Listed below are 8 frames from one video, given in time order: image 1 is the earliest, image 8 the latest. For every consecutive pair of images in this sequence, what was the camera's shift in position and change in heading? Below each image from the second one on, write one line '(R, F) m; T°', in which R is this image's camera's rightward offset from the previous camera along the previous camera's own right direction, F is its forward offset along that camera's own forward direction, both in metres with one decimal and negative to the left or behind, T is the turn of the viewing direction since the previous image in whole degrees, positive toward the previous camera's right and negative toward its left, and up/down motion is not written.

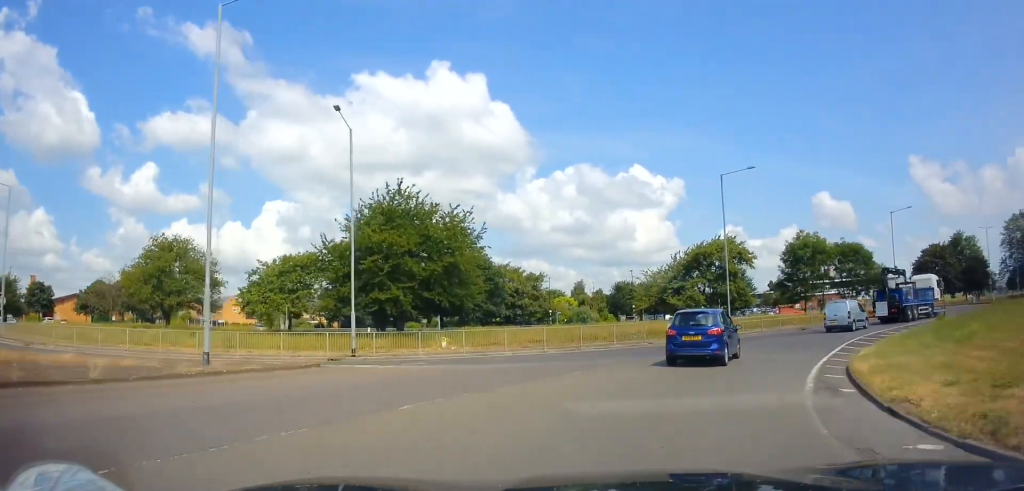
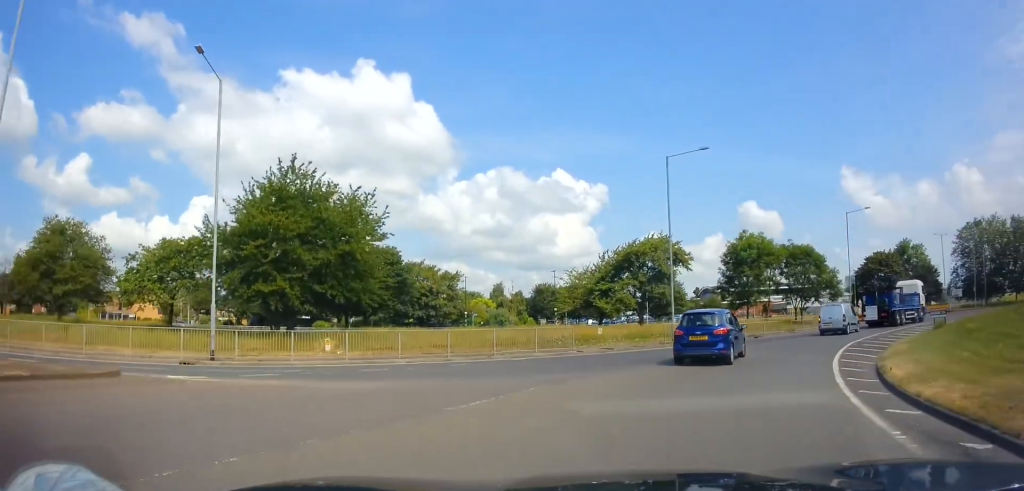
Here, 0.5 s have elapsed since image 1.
(+0.5, +4.9) m; +7°
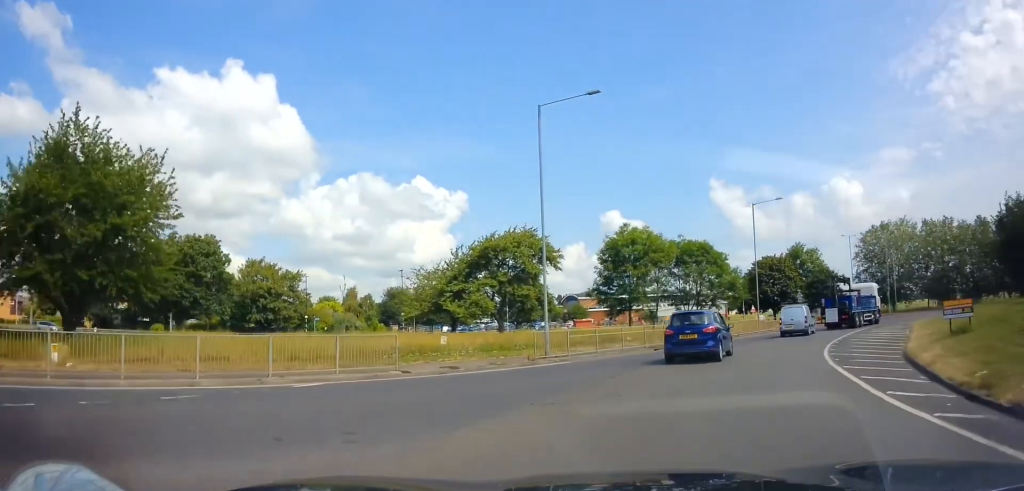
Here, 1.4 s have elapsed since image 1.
(+0.9, +8.4) m; +13°
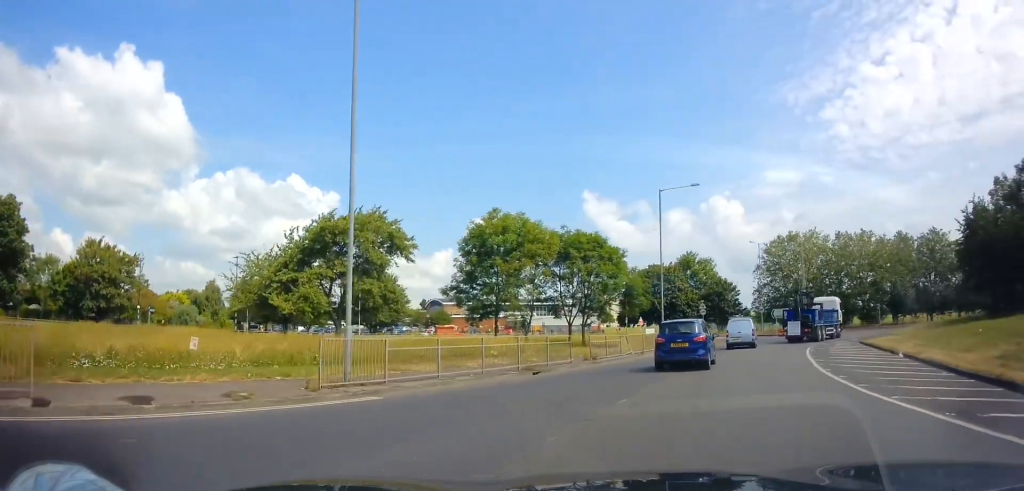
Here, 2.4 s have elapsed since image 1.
(+1.0, +9.3) m; +14°
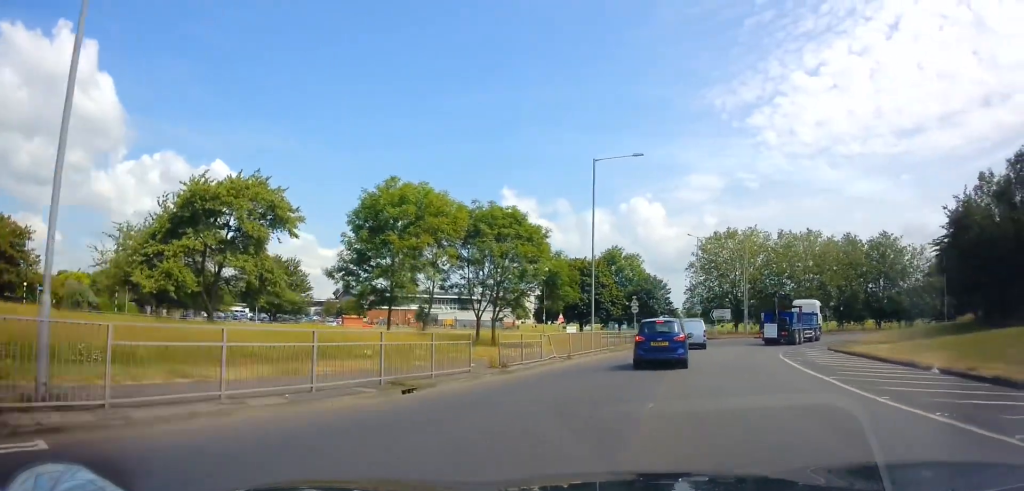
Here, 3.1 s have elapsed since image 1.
(+0.4, +6.6) m; +9°
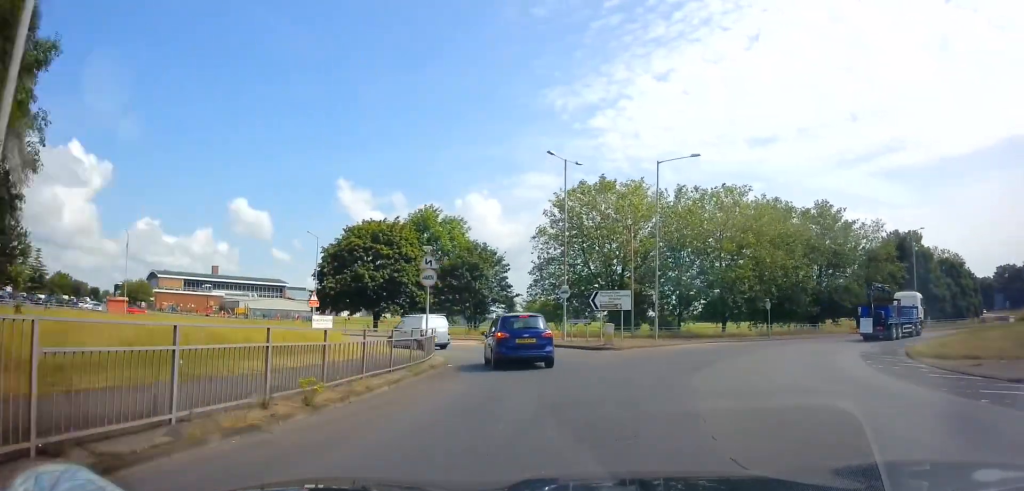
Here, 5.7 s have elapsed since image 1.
(+5.4, +26.0) m; +16°
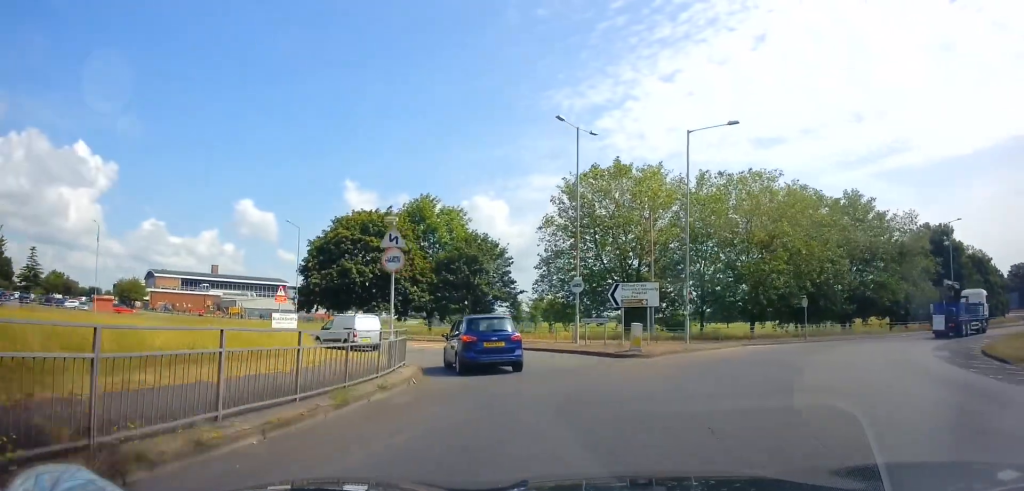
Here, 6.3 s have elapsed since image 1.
(+0.1, +5.5) m; 0°
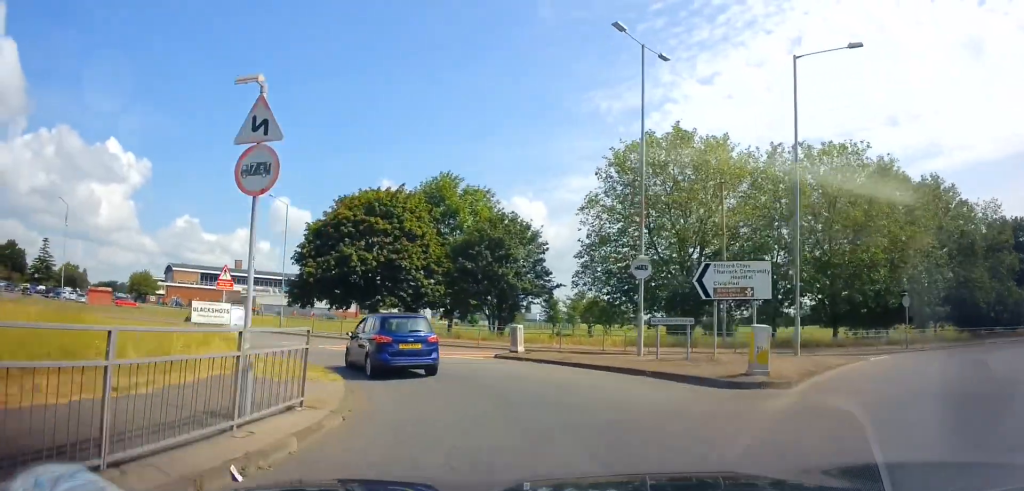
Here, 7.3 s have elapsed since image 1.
(-0.2, +9.0) m; -3°
